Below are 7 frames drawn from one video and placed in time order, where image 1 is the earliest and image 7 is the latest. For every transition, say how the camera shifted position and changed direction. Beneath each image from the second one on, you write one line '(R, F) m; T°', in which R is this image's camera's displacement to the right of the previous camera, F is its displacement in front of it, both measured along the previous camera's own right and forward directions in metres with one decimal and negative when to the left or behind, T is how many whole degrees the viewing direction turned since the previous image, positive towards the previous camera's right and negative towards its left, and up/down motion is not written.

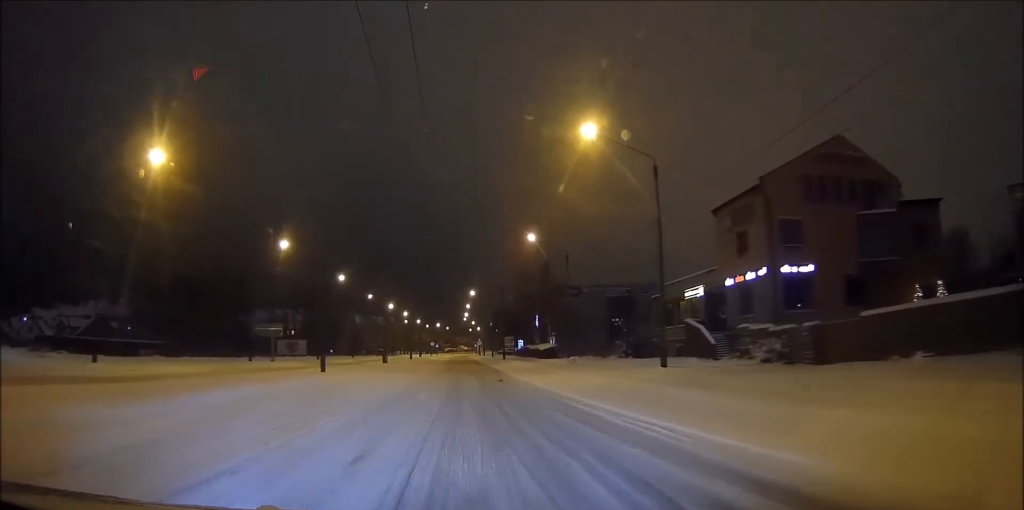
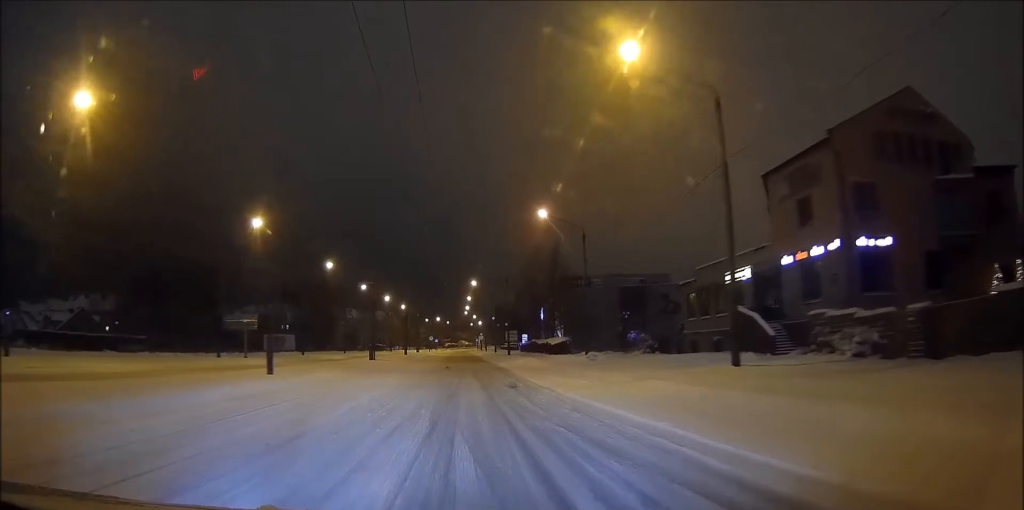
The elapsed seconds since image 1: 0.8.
(-0.1, +8.7) m; 0°
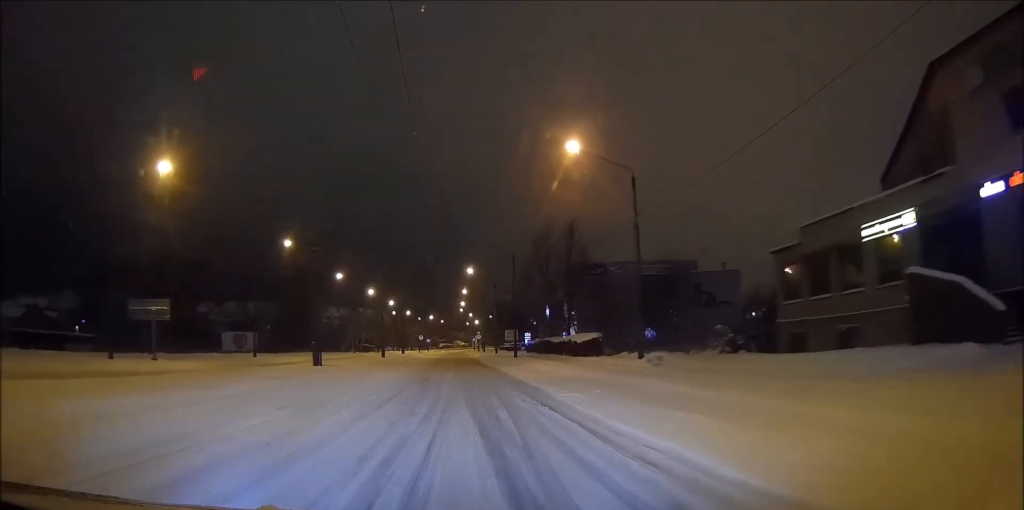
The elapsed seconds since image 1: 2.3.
(+0.1, +17.7) m; +1°
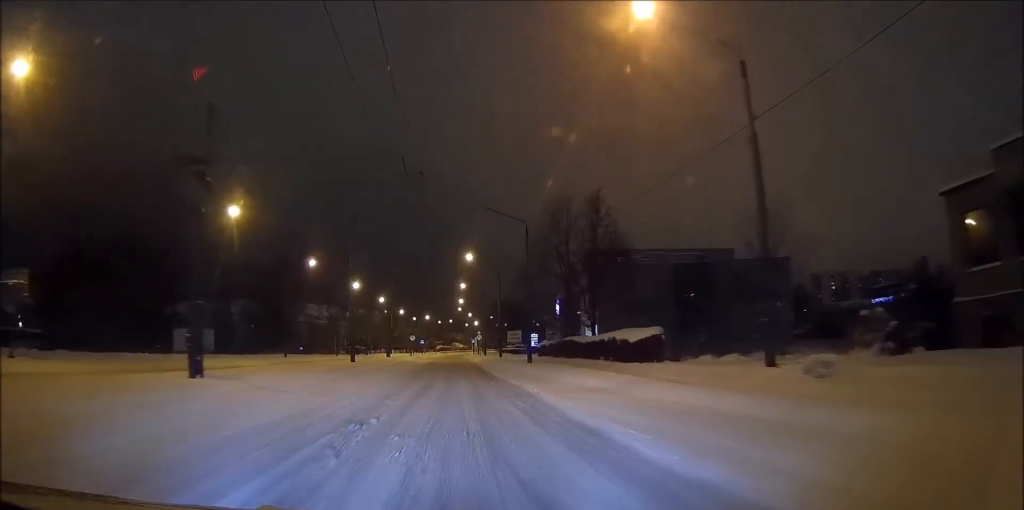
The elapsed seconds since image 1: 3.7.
(+0.1, +15.6) m; +1°
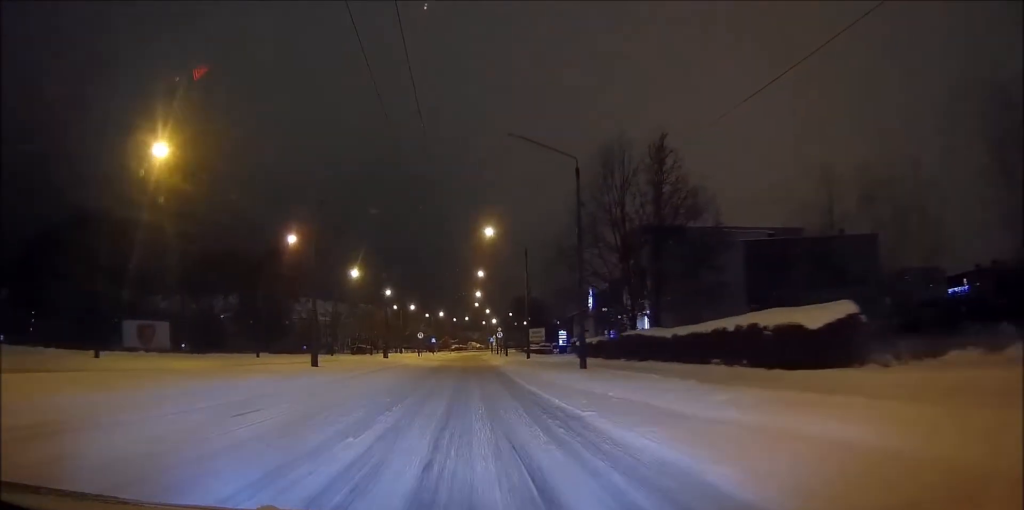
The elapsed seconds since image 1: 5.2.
(0.0, +15.8) m; -1°
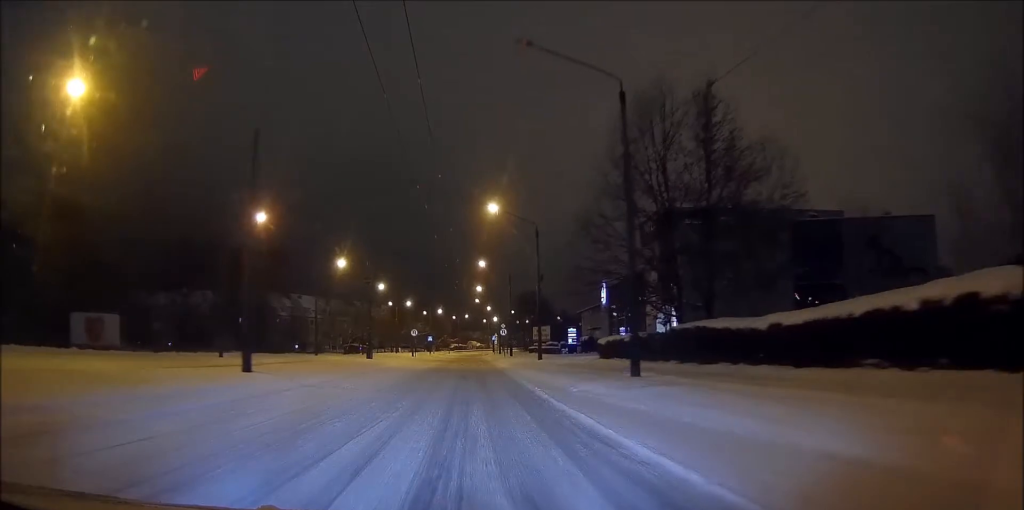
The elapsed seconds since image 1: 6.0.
(0.0, +9.5) m; -1°
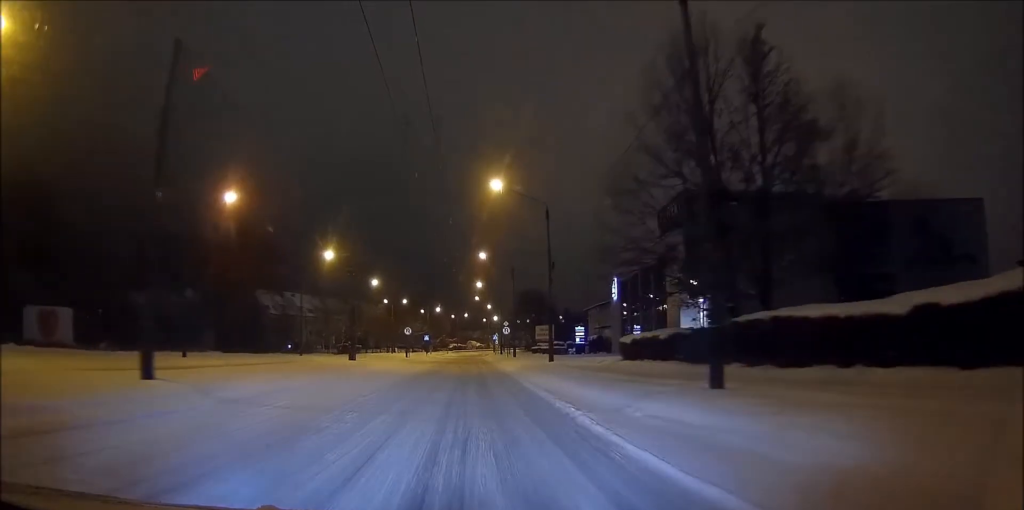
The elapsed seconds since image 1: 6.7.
(0.0, +7.0) m; 0°
